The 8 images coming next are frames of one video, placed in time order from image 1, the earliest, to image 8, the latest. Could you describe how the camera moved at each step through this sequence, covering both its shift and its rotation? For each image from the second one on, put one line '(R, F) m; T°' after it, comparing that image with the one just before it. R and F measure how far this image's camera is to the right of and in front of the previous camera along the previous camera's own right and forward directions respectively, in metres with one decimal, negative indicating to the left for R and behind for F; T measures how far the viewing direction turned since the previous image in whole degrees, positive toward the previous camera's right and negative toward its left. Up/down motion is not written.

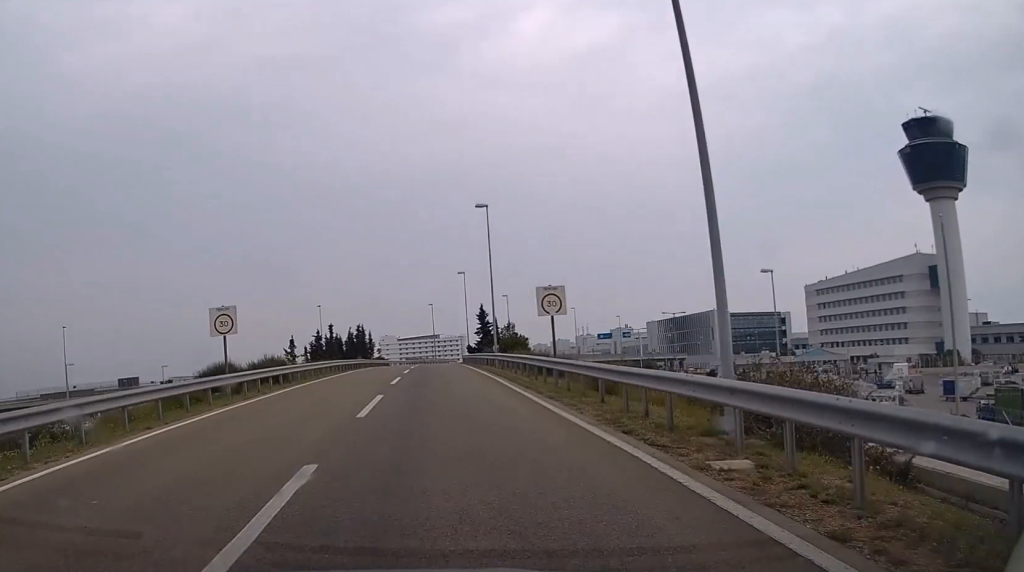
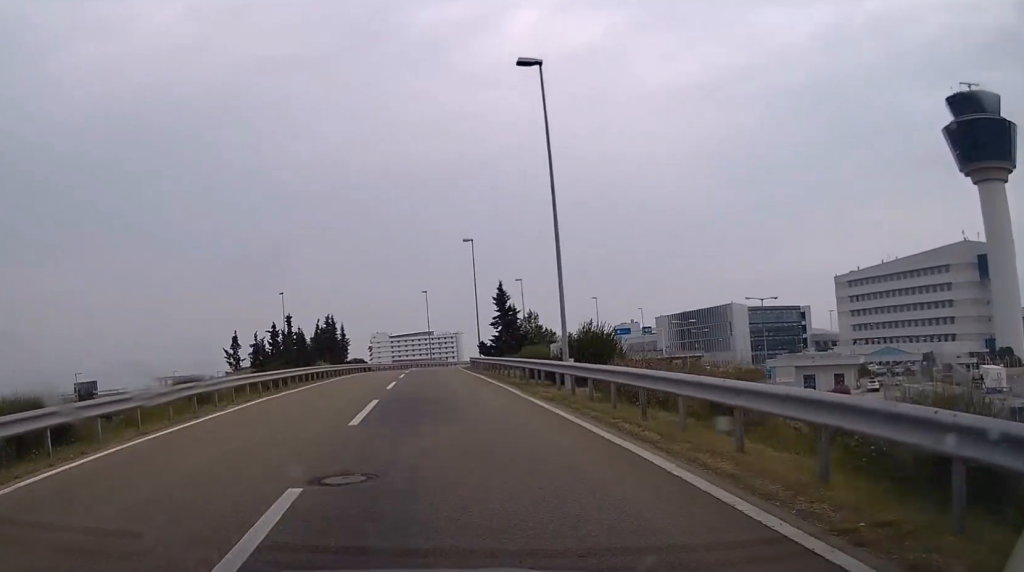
(+0.6, +25.9) m; +1°
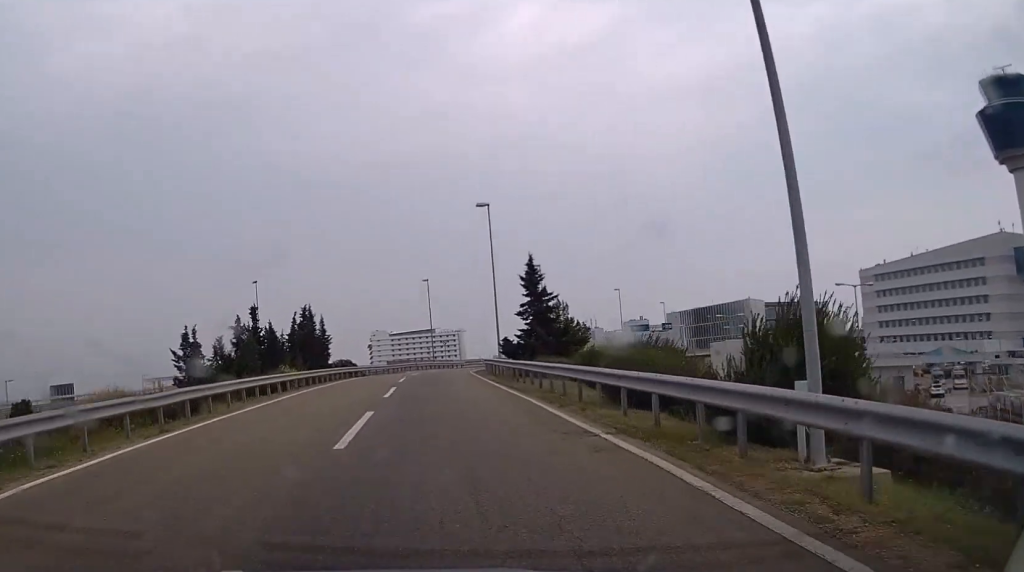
(0.0, +15.0) m; 0°
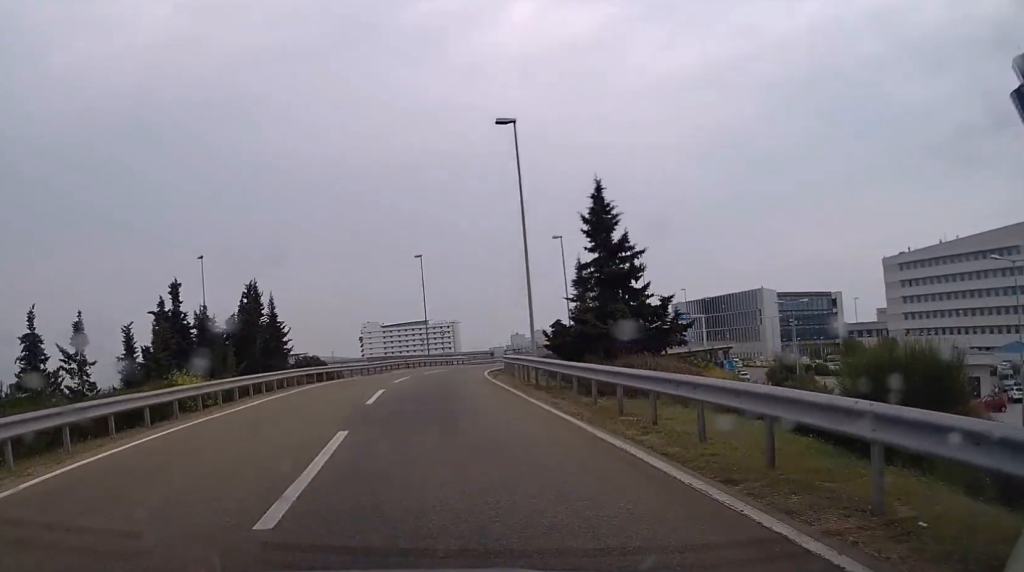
(0.0, +16.7) m; 0°
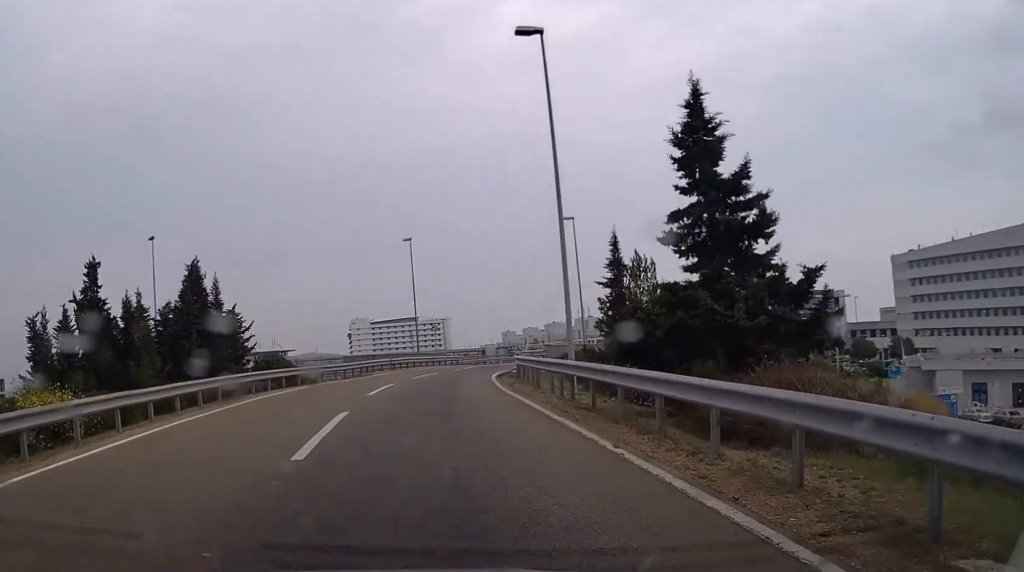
(0.0, +9.2) m; 0°
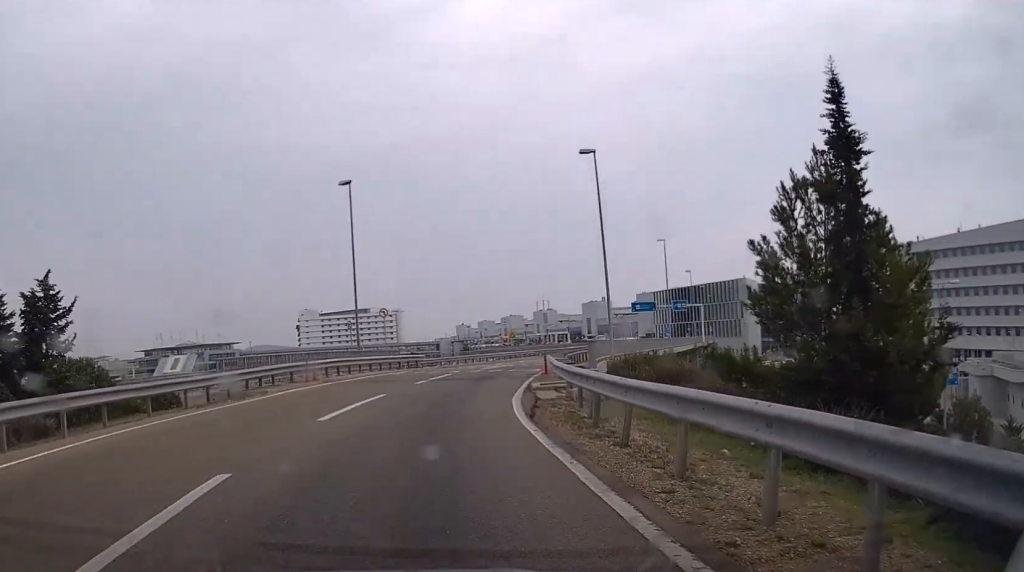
(+0.2, +19.6) m; +2°
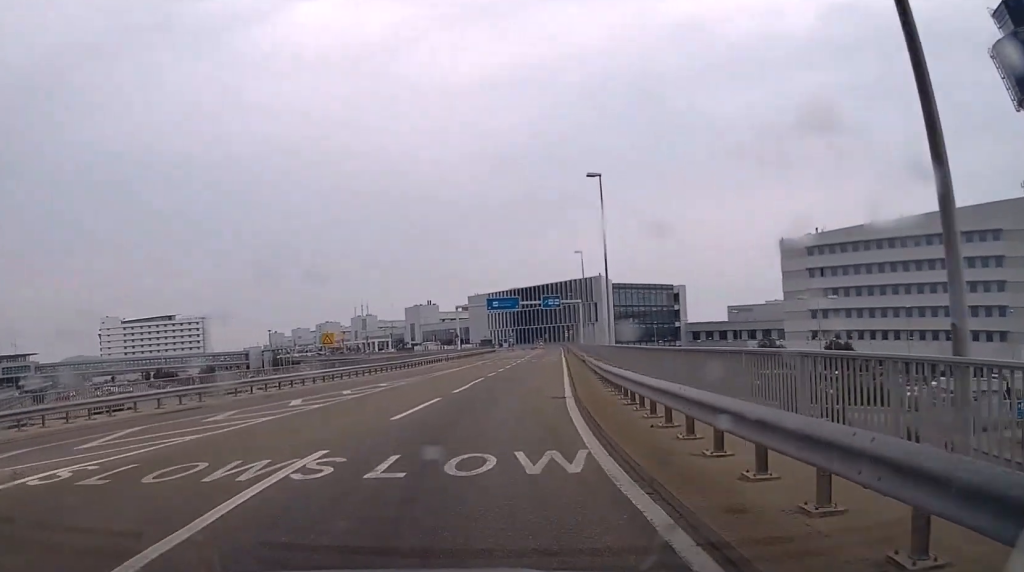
(+2.2, +33.4) m; +10°
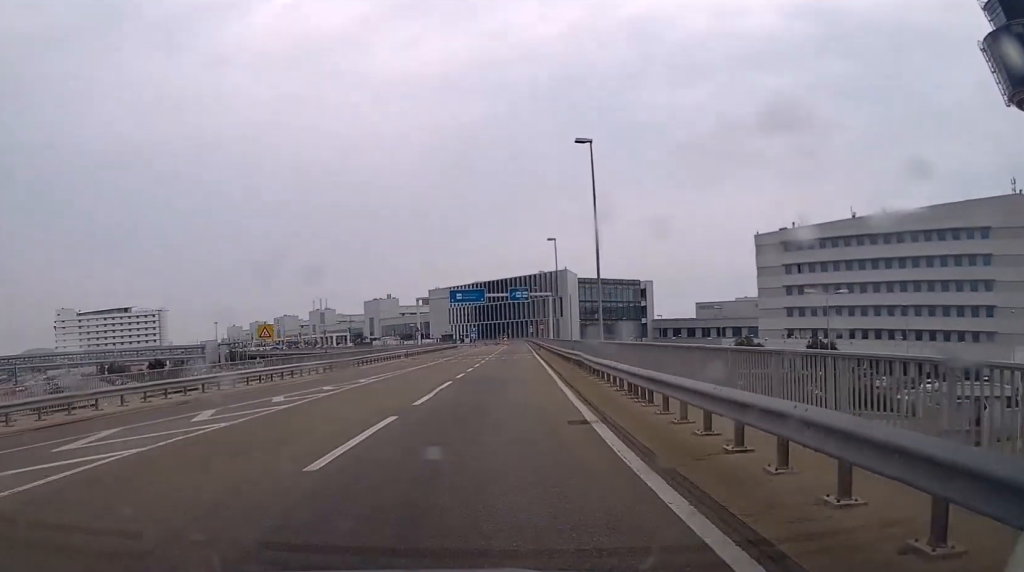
(-0.2, +6.8) m; +3°
